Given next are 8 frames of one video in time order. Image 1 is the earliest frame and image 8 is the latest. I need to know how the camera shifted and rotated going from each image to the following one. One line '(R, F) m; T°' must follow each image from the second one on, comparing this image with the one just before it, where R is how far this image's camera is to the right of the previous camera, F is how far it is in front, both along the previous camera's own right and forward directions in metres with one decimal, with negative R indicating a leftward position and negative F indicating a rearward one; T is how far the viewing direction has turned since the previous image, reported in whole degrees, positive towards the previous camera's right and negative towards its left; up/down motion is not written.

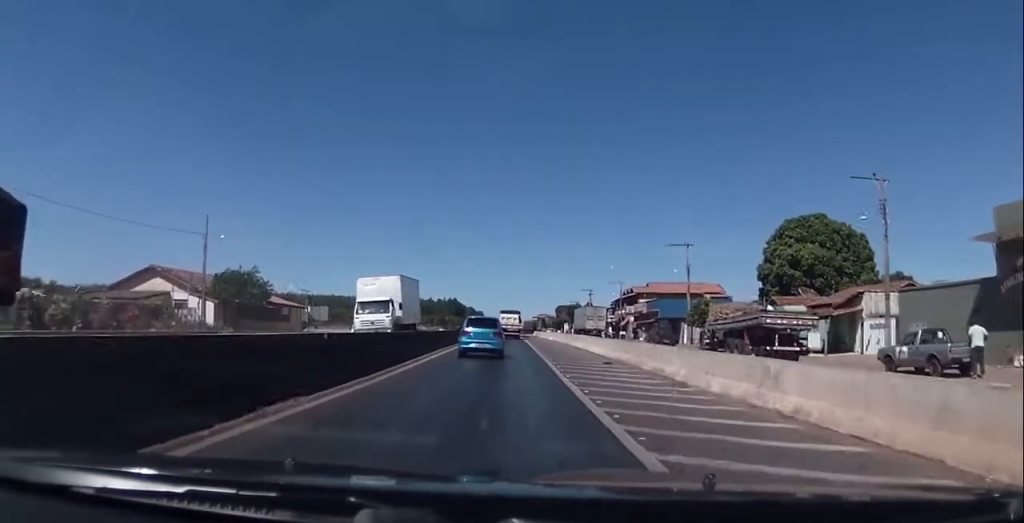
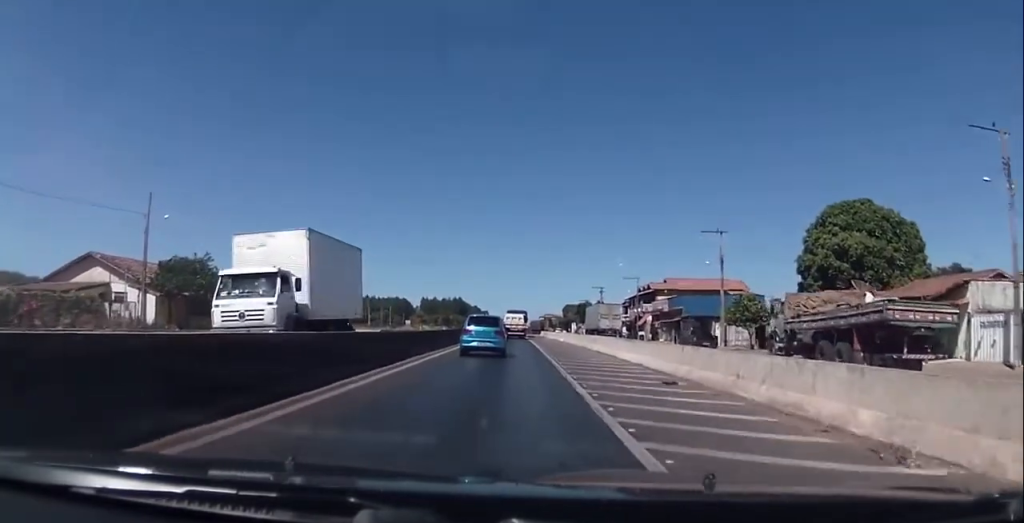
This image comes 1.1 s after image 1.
(+0.3, +9.2) m; +2°
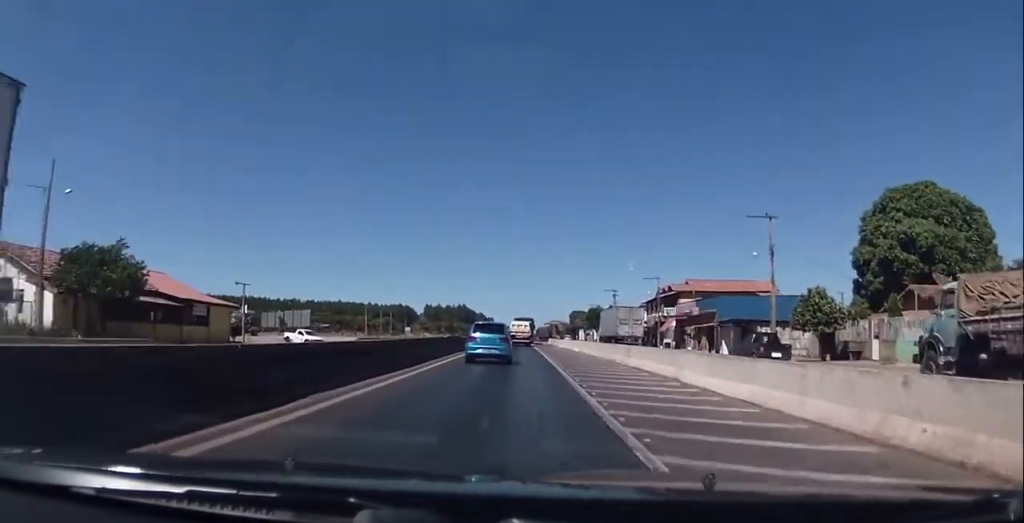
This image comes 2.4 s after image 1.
(-0.1, +10.4) m; -2°
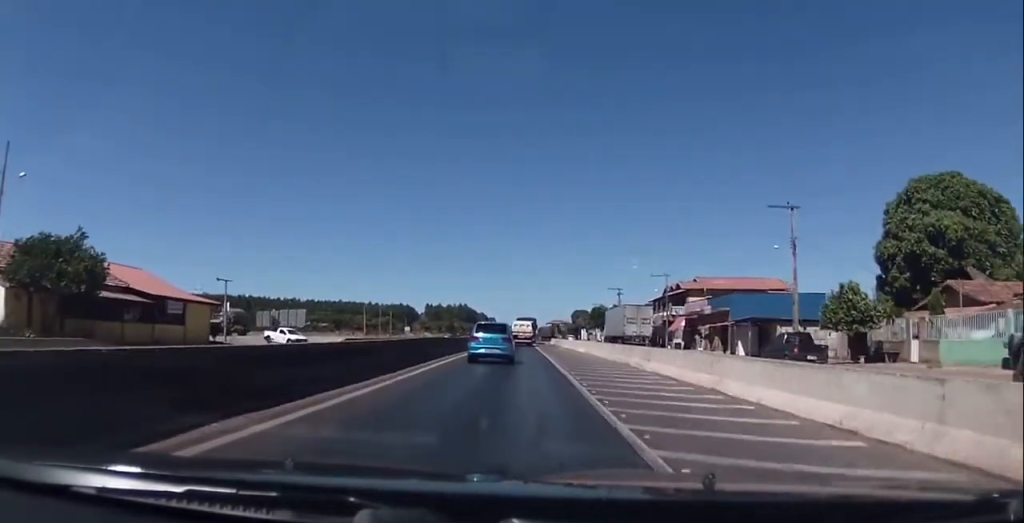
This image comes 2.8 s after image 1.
(0.0, +3.6) m; 0°
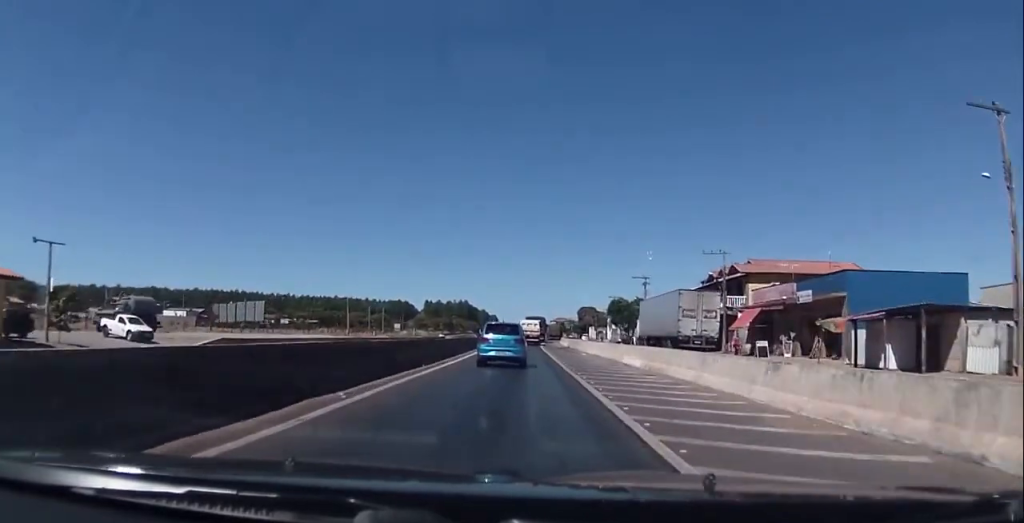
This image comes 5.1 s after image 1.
(-0.1, +19.0) m; -1°
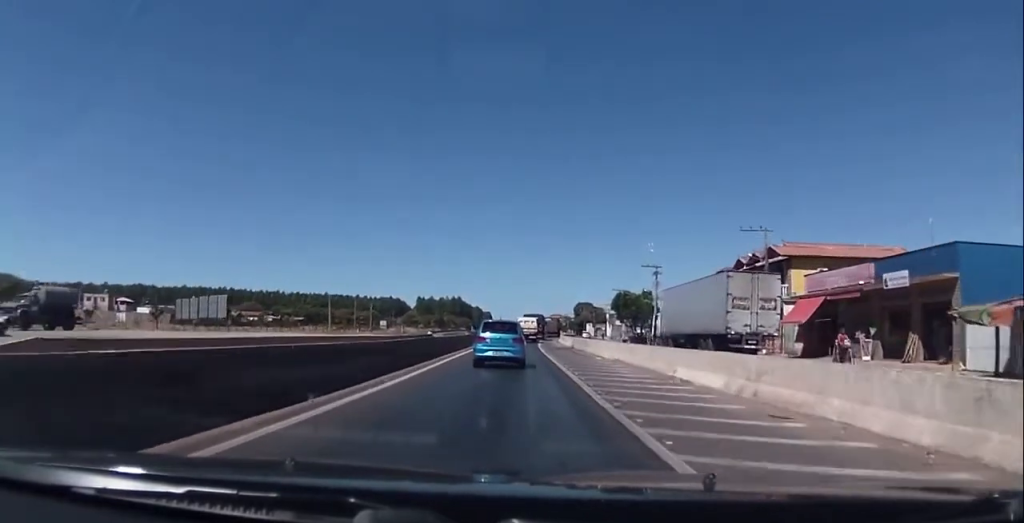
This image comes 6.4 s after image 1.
(-0.1, +11.8) m; 0°
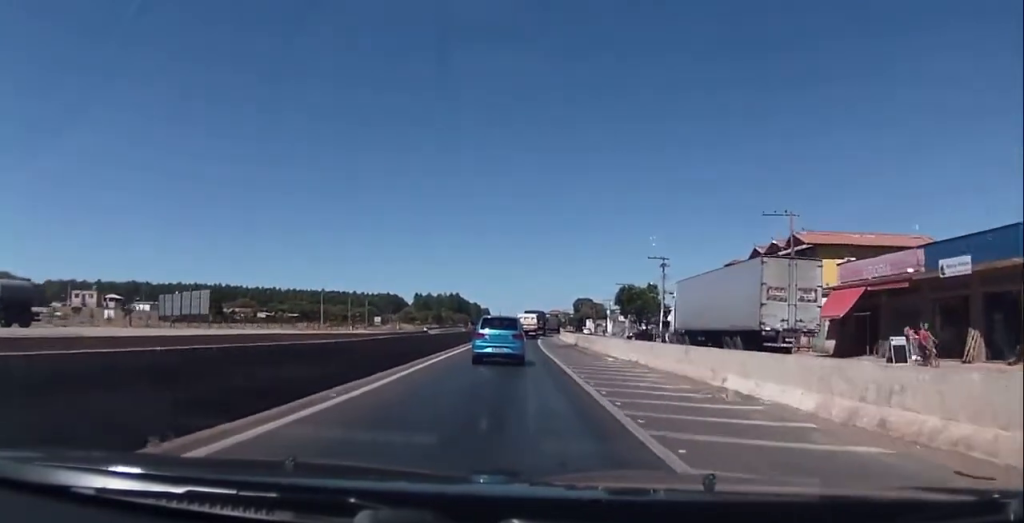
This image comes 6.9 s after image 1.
(0.0, +5.3) m; +1°
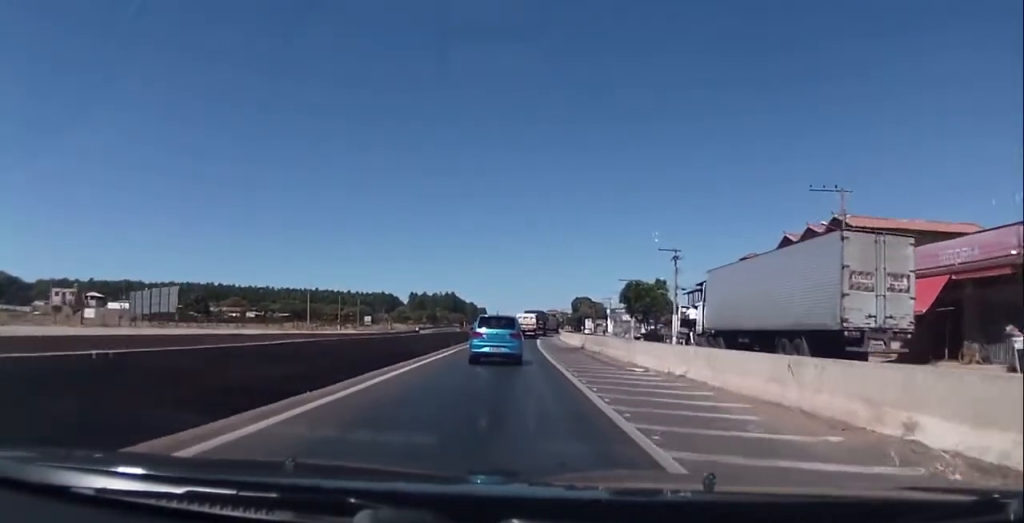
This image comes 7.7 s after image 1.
(0.0, +8.0) m; +2°
